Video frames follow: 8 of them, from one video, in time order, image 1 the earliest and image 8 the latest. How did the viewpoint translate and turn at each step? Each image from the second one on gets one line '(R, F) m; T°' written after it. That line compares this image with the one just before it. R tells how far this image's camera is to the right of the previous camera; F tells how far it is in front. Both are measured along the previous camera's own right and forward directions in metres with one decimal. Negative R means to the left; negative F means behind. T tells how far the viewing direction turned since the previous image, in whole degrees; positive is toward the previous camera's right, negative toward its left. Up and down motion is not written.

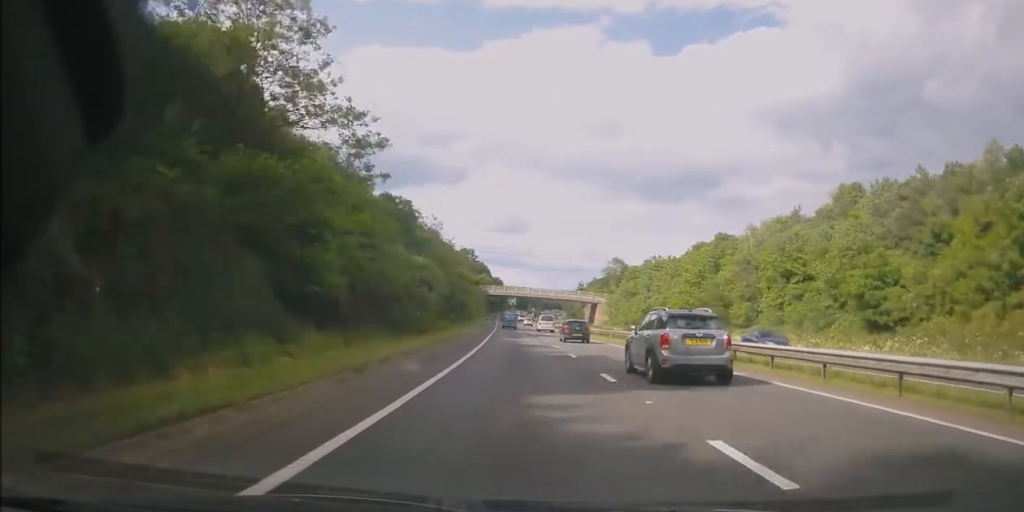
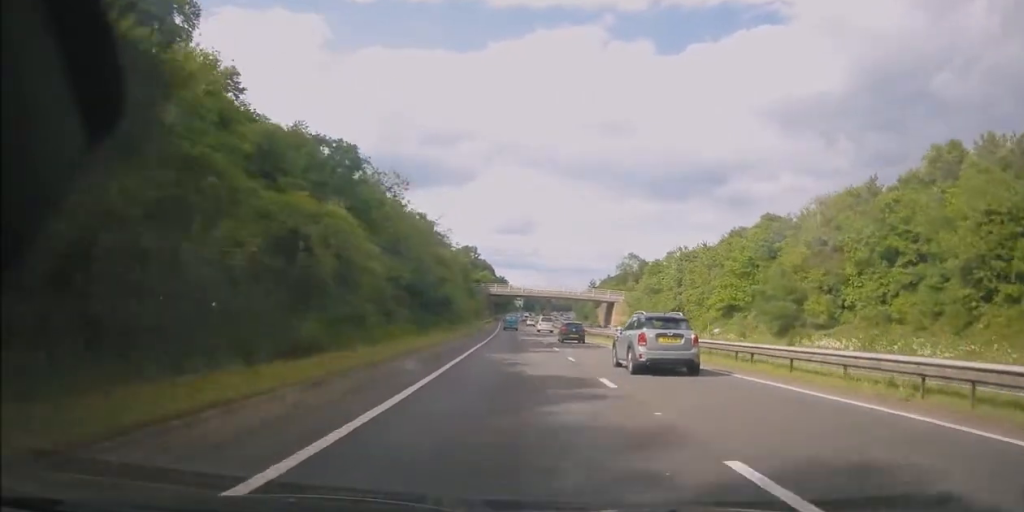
(0.0, +18.3) m; 0°
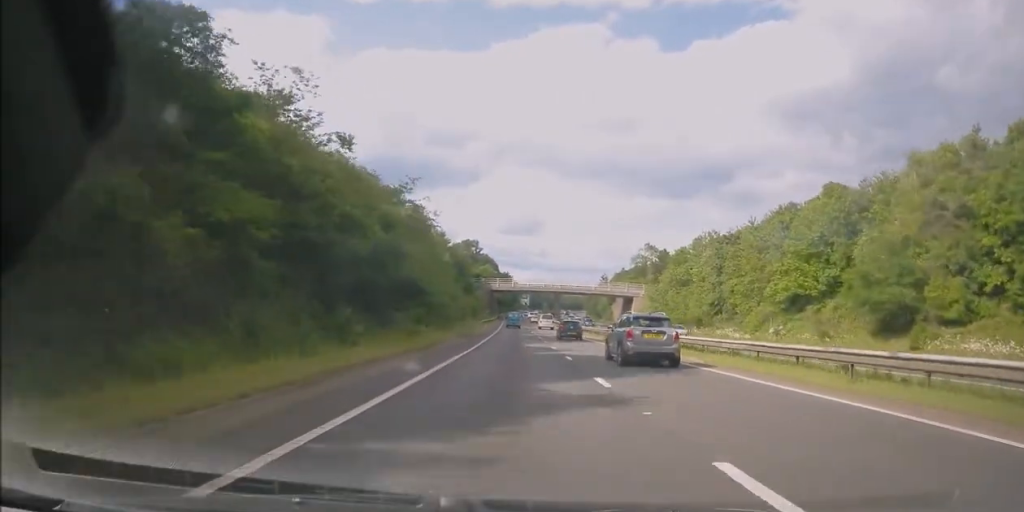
(0.0, +17.5) m; -1°
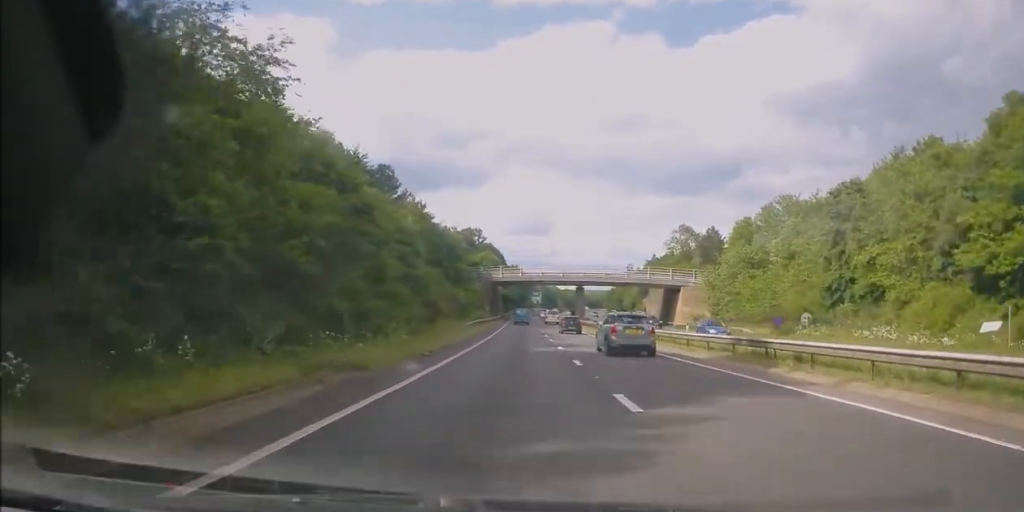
(-0.3, +29.9) m; -1°
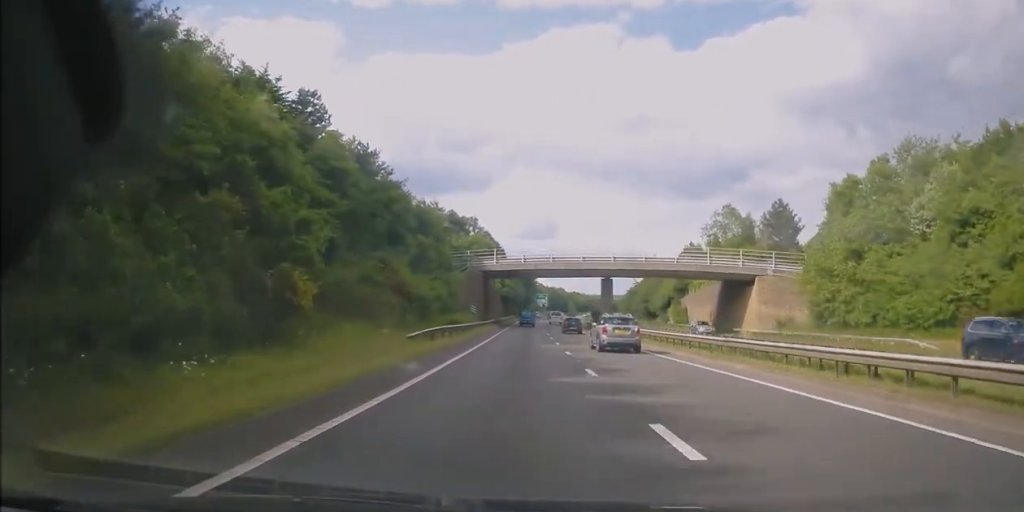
(0.0, +29.1) m; 0°
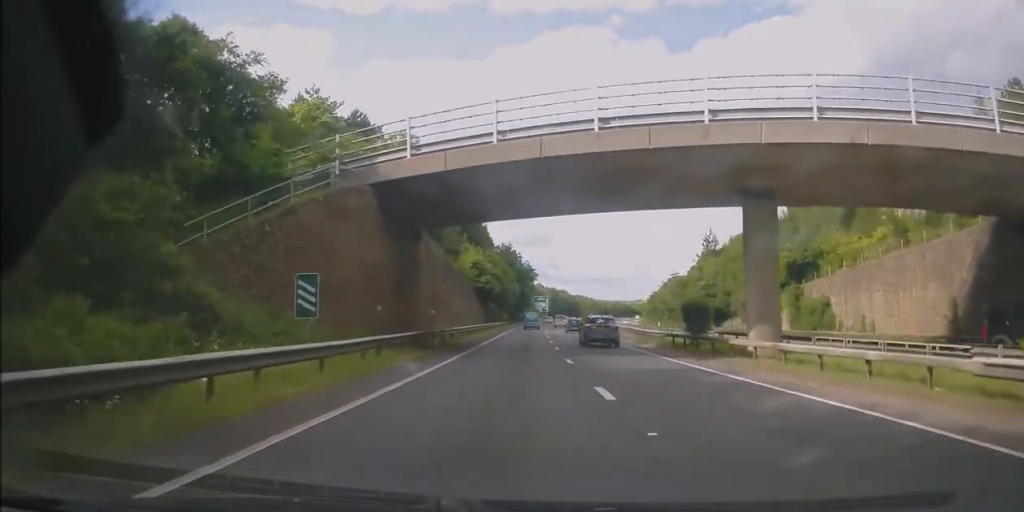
(-0.6, +47.3) m; -1°
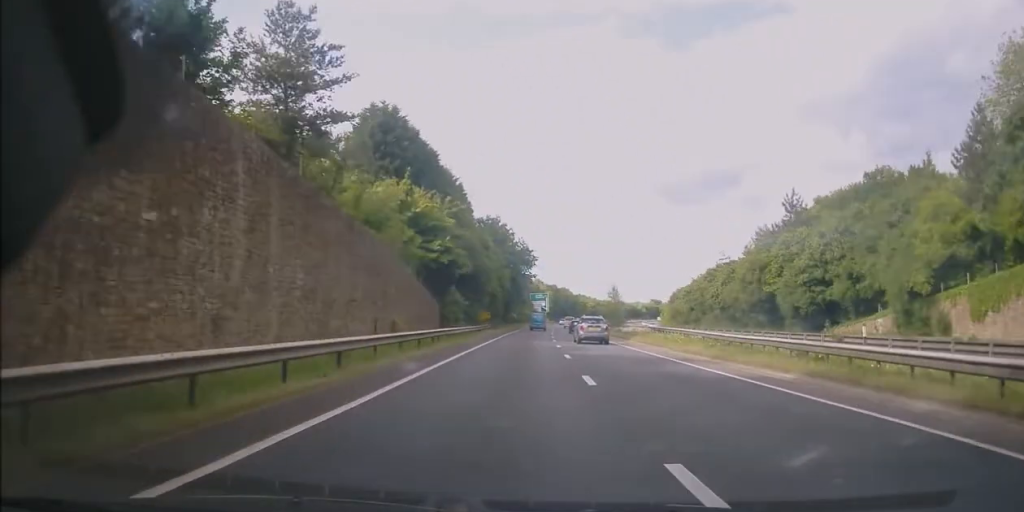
(+0.3, +32.0) m; +1°
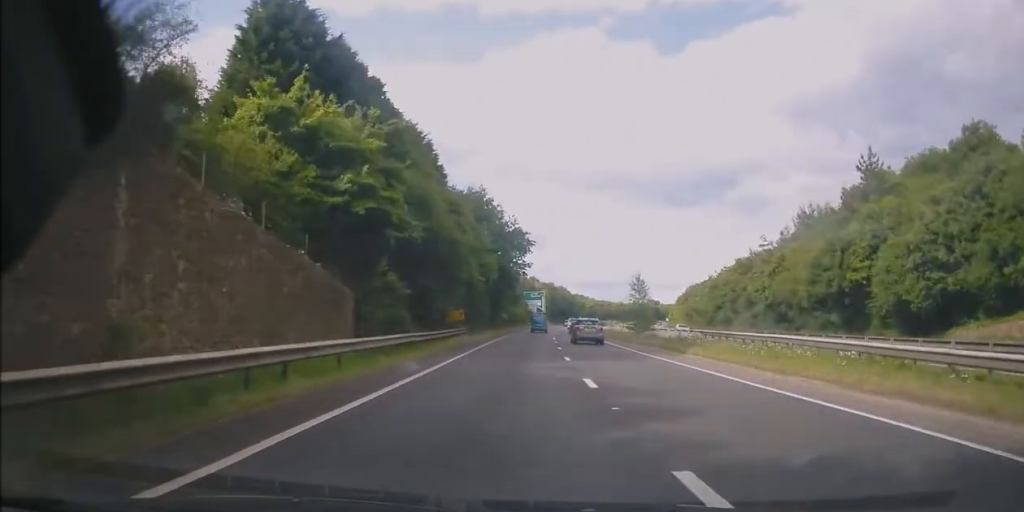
(0.0, +17.1) m; +1°
